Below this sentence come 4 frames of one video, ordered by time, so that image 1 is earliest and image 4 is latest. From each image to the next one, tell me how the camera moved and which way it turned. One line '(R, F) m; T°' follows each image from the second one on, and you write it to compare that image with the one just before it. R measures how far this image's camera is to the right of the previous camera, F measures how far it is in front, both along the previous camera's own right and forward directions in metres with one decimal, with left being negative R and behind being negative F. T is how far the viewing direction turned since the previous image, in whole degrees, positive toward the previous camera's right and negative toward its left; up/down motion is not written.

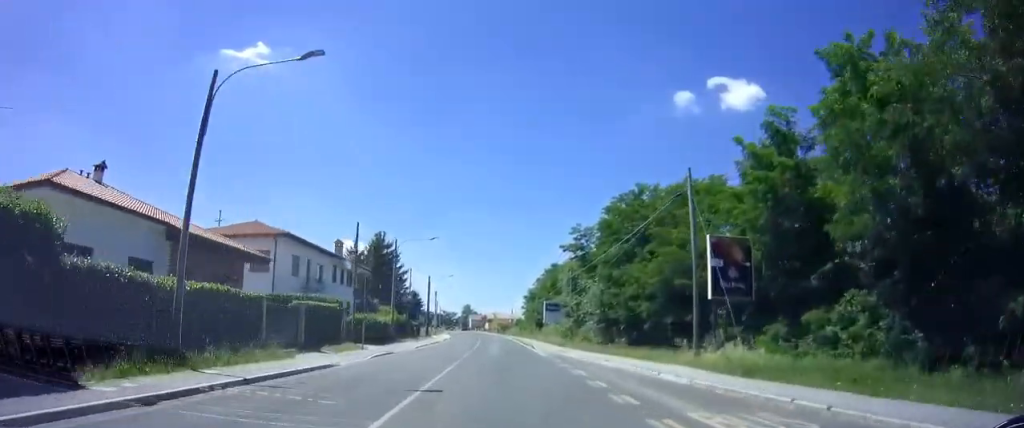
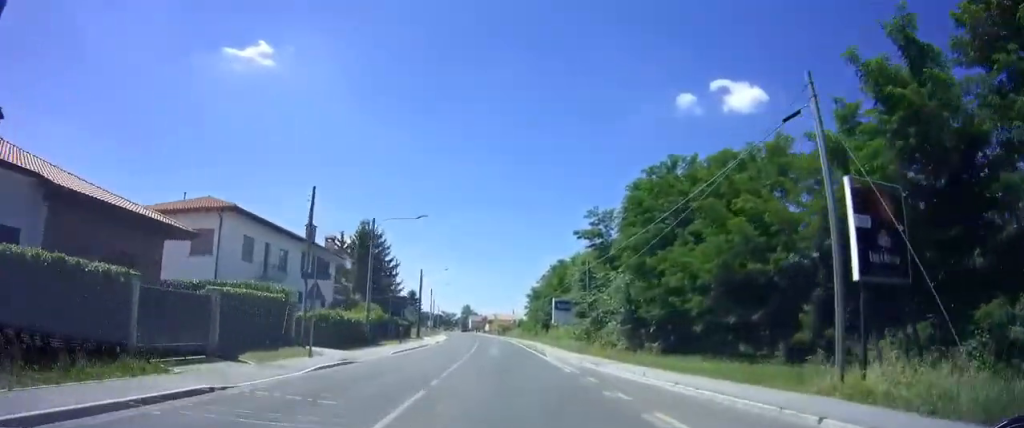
(+0.2, +8.2) m; 0°
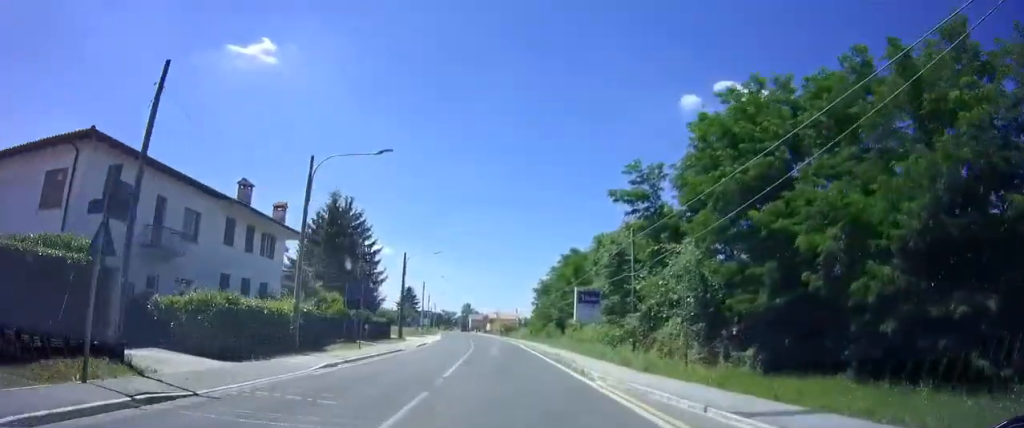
(-0.4, +11.5) m; -1°
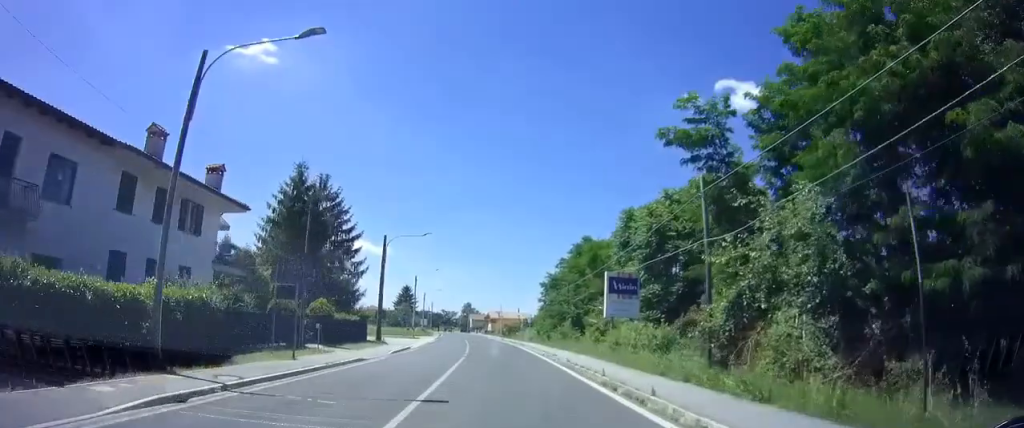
(-0.1, +8.8) m; 0°
